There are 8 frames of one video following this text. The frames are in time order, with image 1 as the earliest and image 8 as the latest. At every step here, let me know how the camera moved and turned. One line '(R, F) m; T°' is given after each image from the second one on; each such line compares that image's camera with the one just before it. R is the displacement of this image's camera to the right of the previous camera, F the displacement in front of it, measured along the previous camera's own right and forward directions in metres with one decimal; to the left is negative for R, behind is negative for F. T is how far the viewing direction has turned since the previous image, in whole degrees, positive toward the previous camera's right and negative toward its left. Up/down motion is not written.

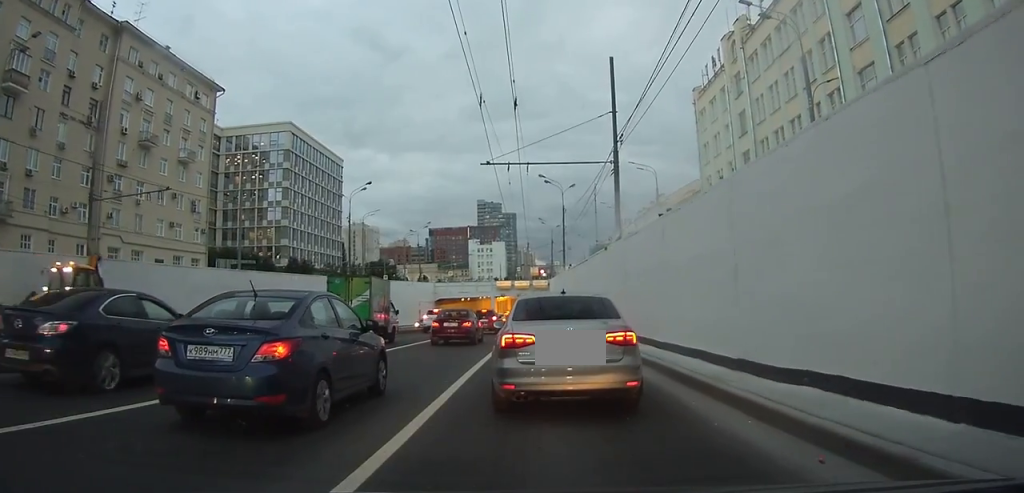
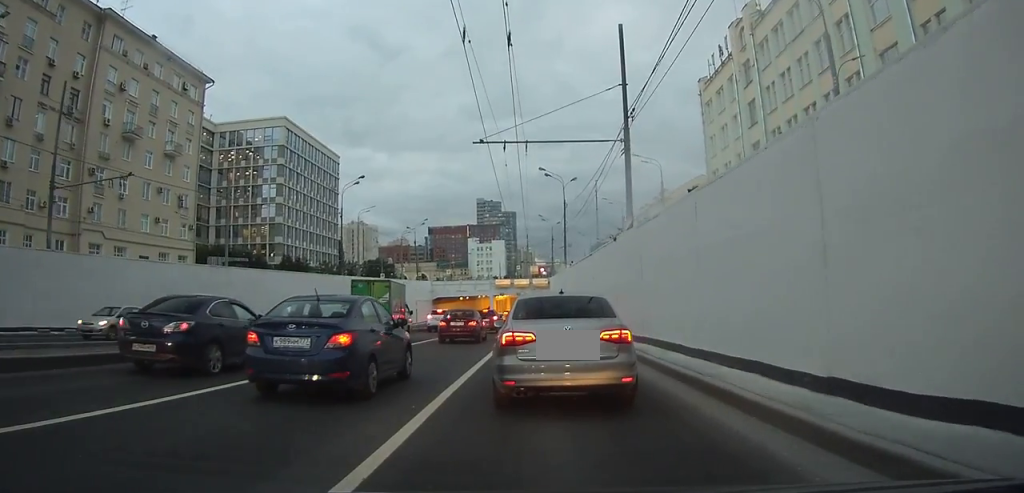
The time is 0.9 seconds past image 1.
(0.0, +3.0) m; 0°
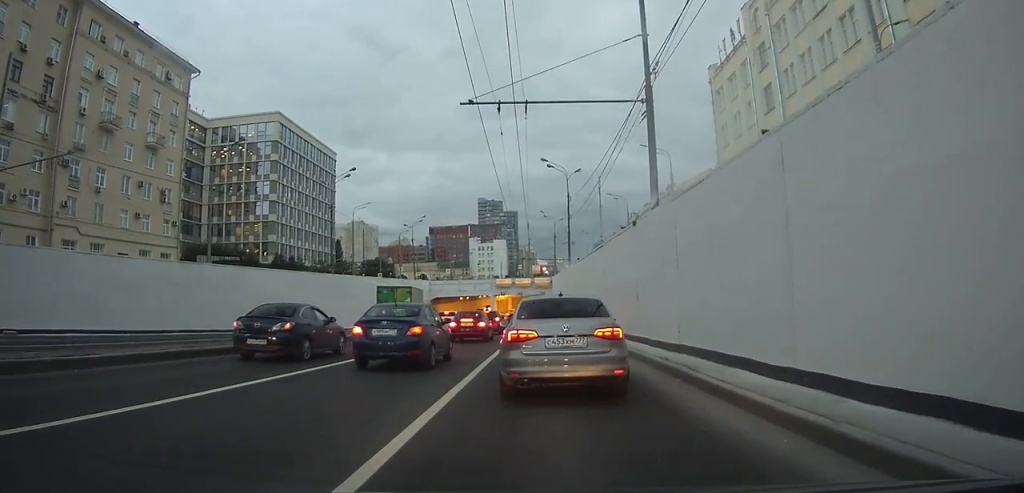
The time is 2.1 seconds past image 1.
(0.0, +4.1) m; +1°
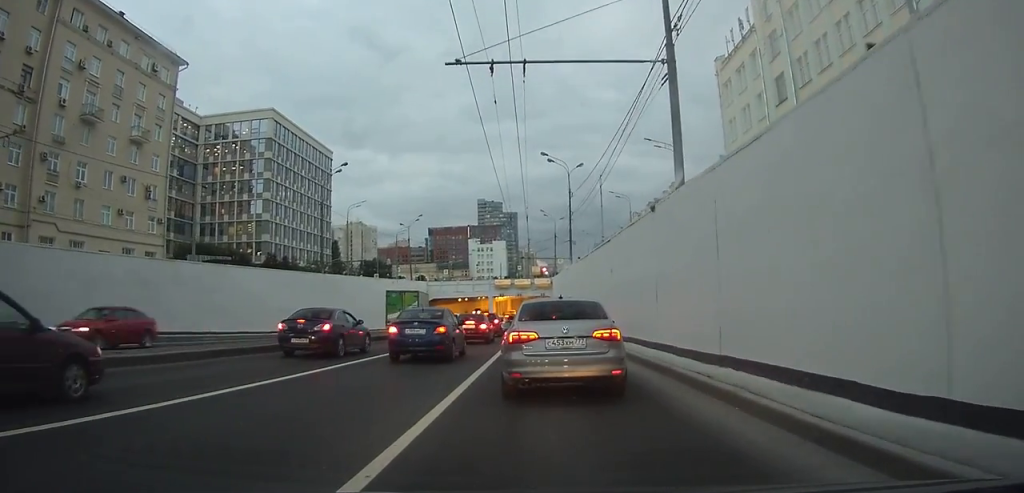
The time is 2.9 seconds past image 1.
(0.0, +2.8) m; 0°
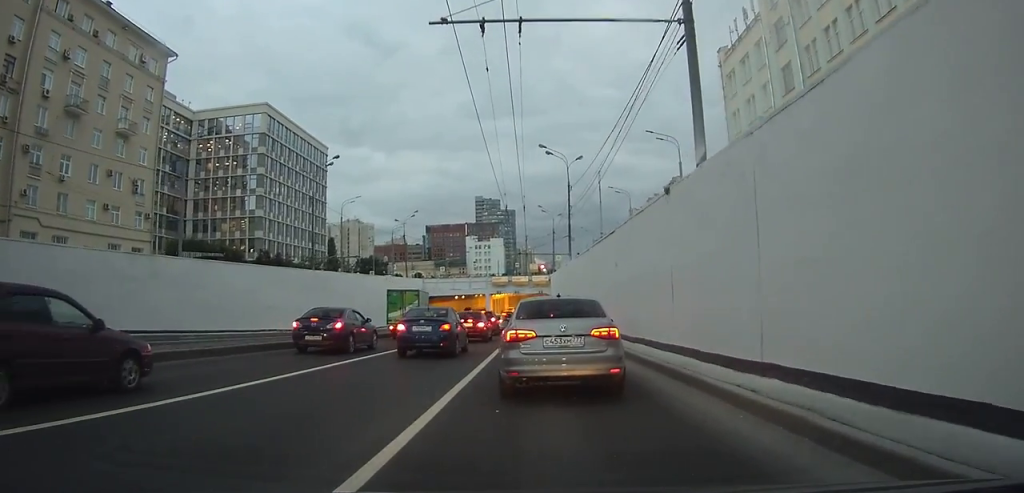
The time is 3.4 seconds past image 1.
(0.0, +1.8) m; 0°
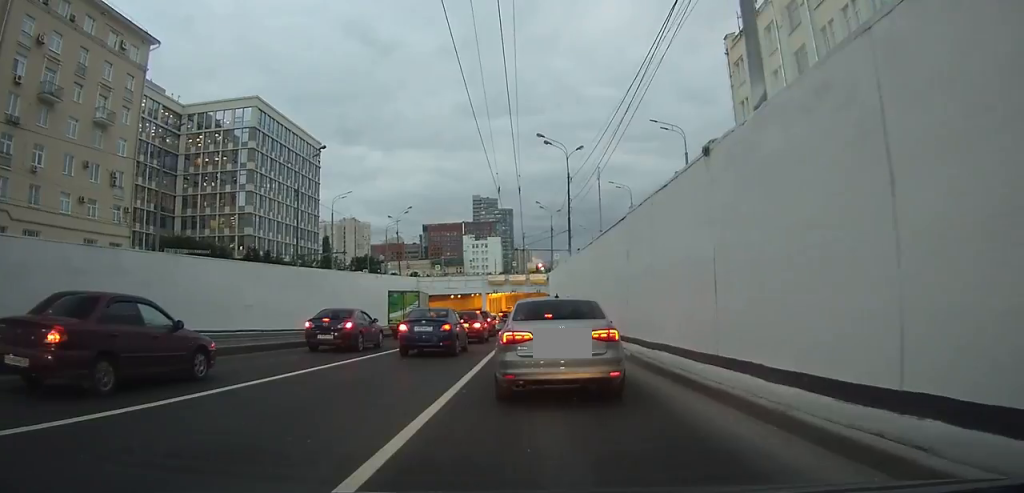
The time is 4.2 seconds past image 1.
(0.0, +3.1) m; 0°
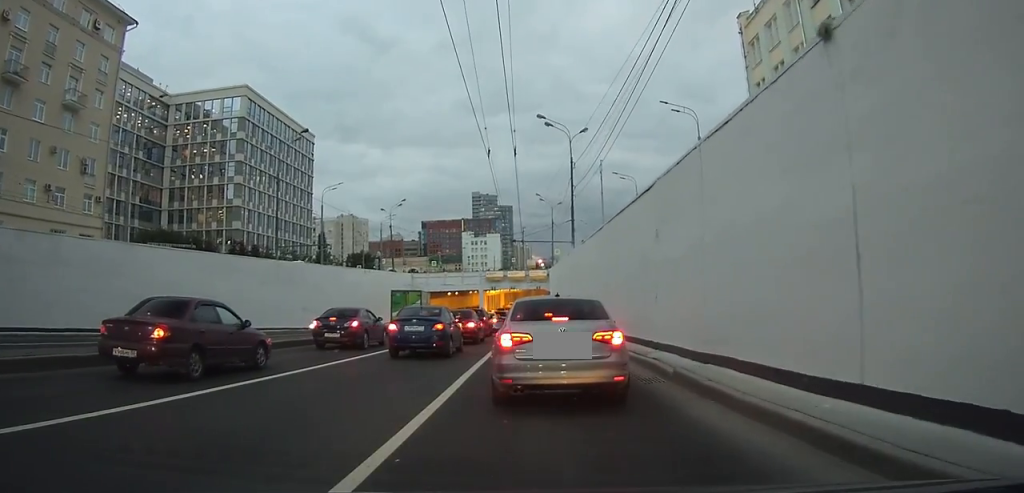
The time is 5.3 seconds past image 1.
(+0.1, +4.4) m; +2°
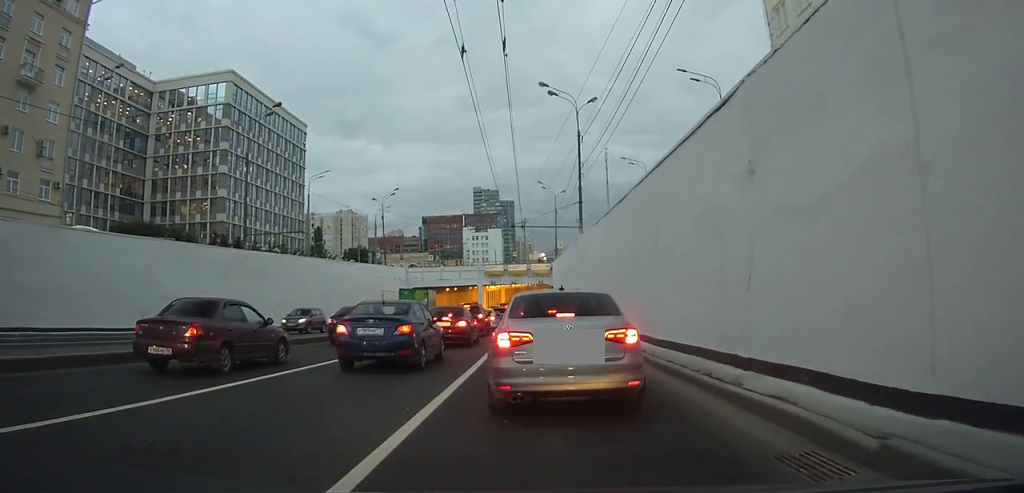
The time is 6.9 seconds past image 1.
(+0.1, +6.1) m; 0°
